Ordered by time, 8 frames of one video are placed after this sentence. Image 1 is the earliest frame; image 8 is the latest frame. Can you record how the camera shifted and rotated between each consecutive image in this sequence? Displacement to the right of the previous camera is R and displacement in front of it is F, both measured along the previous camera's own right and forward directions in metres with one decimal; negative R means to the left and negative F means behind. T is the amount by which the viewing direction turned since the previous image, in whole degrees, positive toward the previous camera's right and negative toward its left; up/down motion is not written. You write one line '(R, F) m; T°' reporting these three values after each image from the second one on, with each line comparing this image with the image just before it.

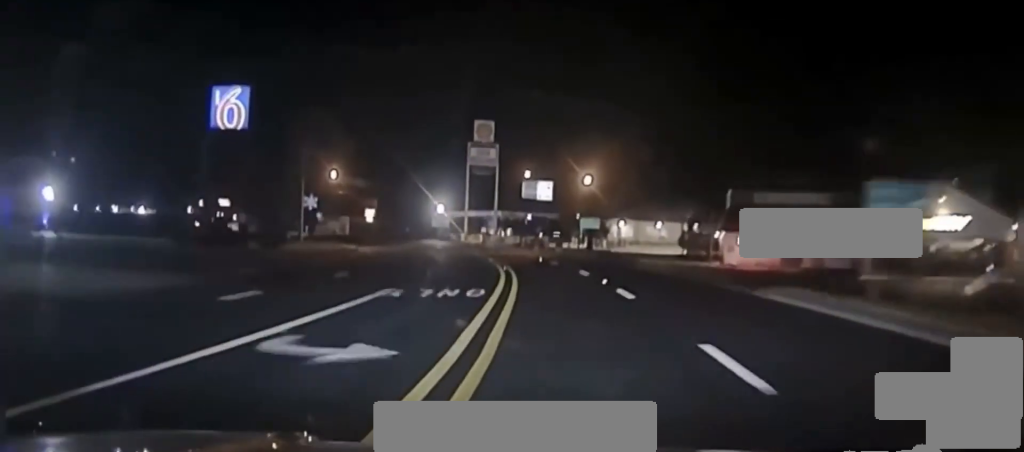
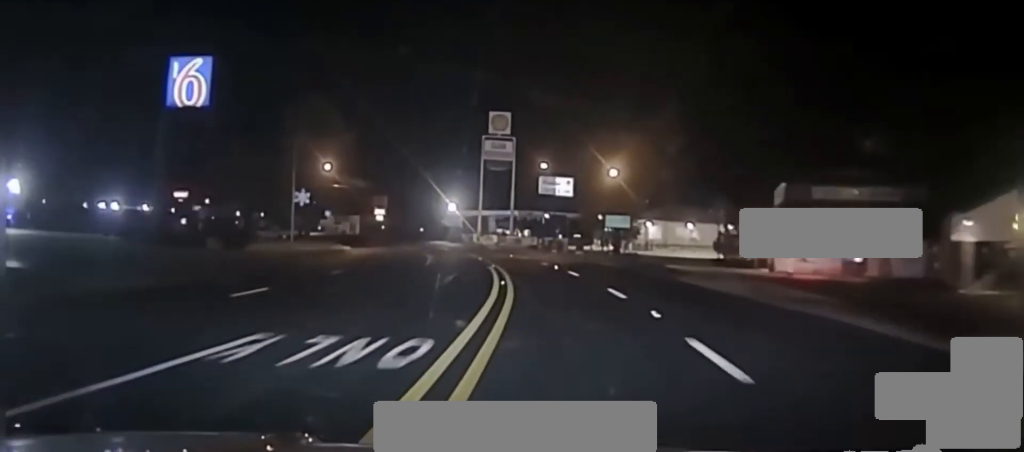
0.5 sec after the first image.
(0.0, +11.8) m; 0°
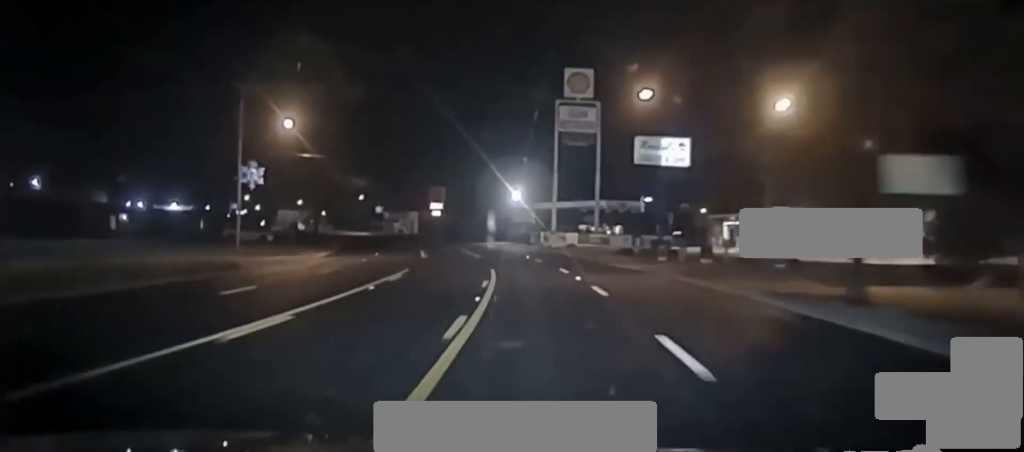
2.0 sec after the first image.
(-1.9, +33.6) m; -9°
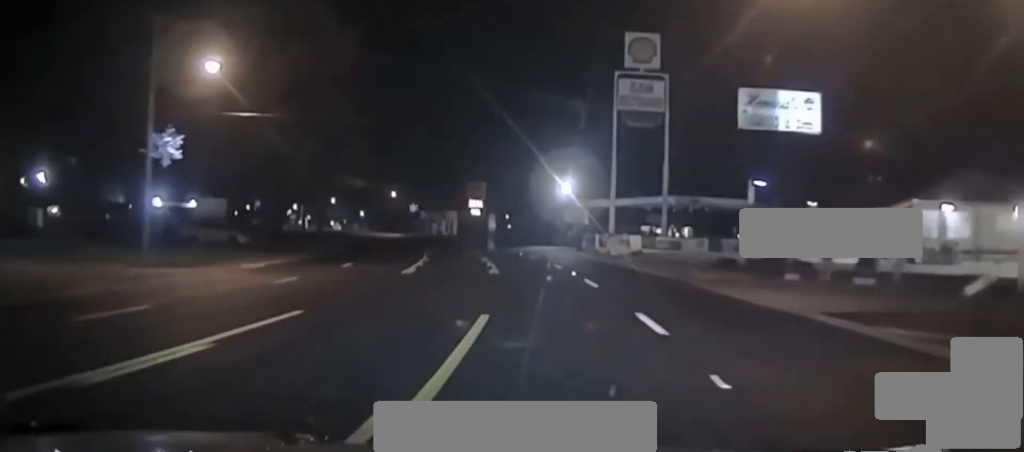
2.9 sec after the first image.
(-1.1, +19.0) m; -5°
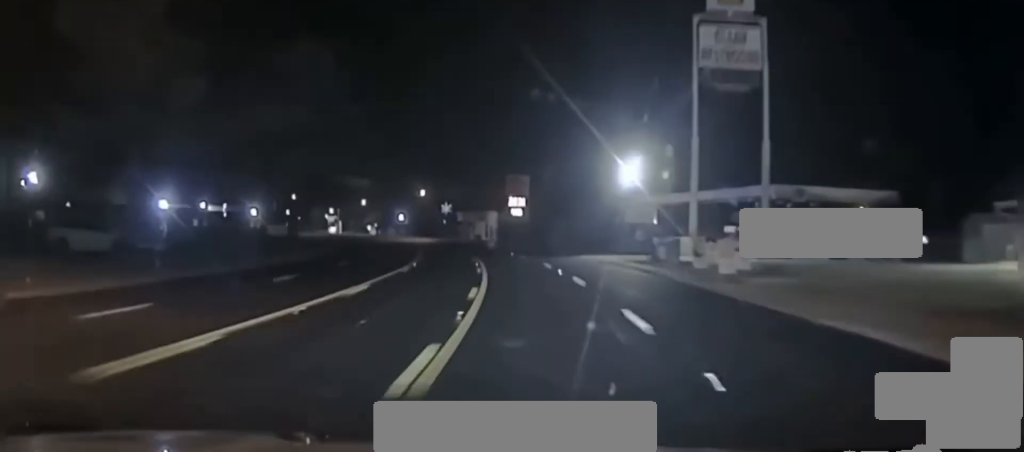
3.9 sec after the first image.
(-0.8, +21.3) m; -4°
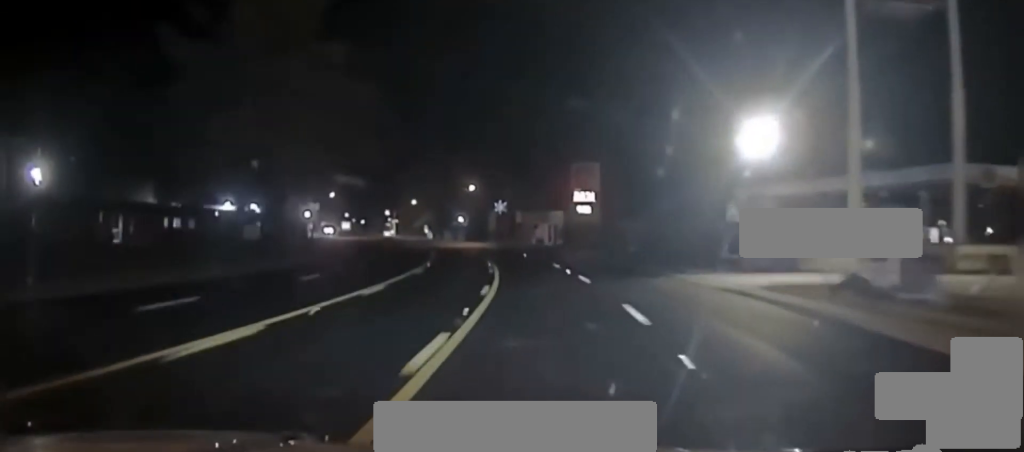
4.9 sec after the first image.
(-0.5, +21.9) m; -3°
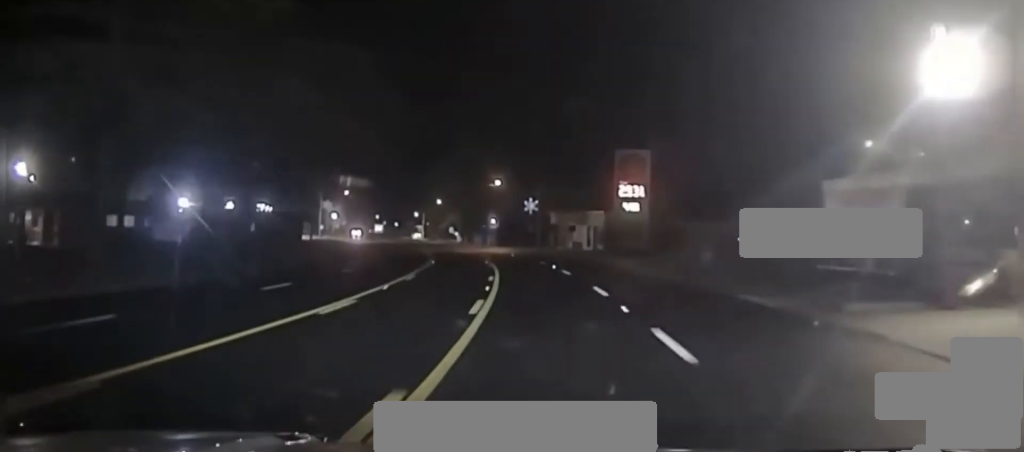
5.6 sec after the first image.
(-0.1, +18.2) m; -3°
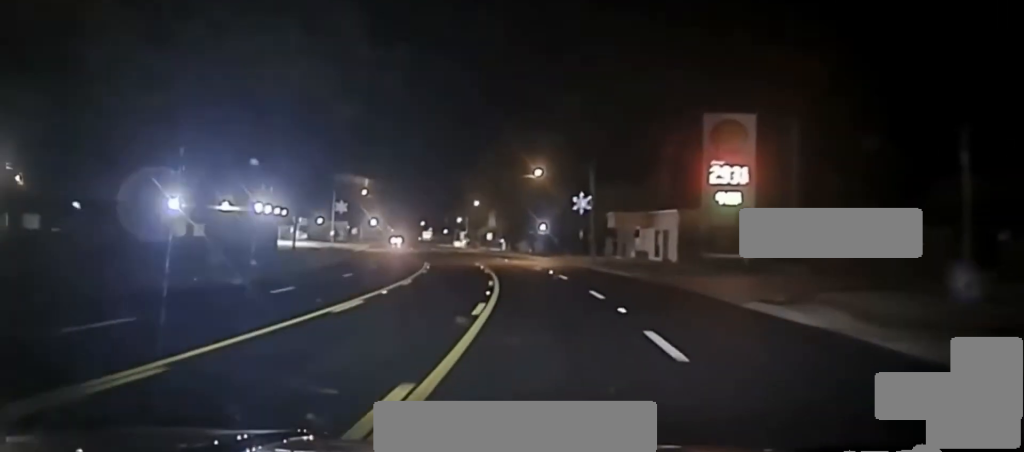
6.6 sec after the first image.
(-1.6, +24.9) m; -5°
